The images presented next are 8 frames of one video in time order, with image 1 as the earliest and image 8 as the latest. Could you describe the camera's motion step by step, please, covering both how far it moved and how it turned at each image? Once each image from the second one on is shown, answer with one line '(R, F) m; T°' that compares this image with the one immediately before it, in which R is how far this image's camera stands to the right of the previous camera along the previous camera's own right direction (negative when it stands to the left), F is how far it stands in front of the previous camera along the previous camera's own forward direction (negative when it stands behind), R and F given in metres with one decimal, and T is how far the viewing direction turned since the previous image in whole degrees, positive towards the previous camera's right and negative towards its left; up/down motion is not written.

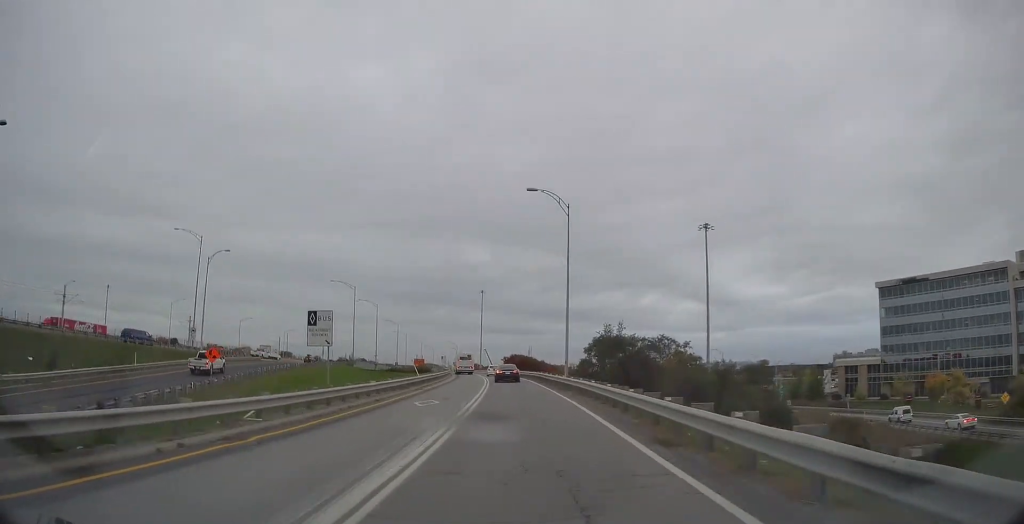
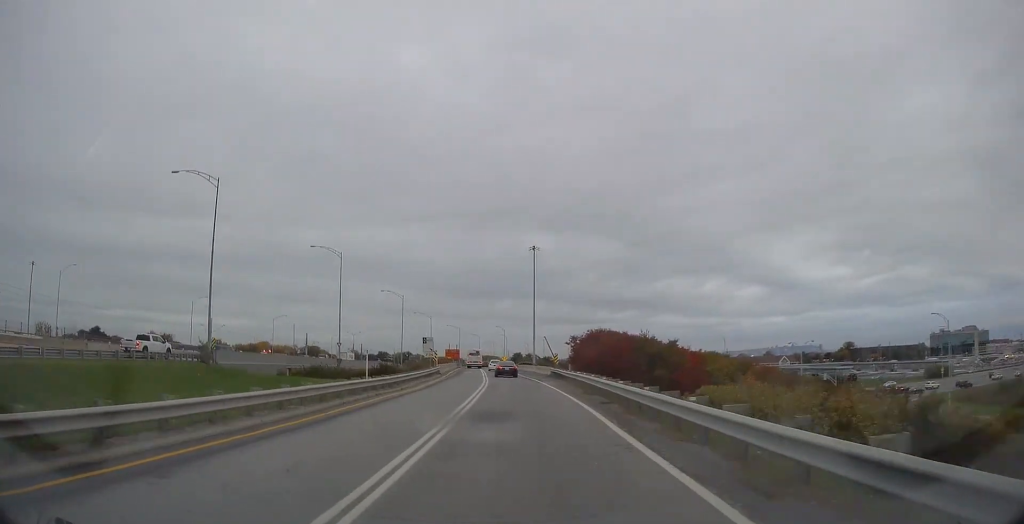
(-3.5, +69.7) m; -4°
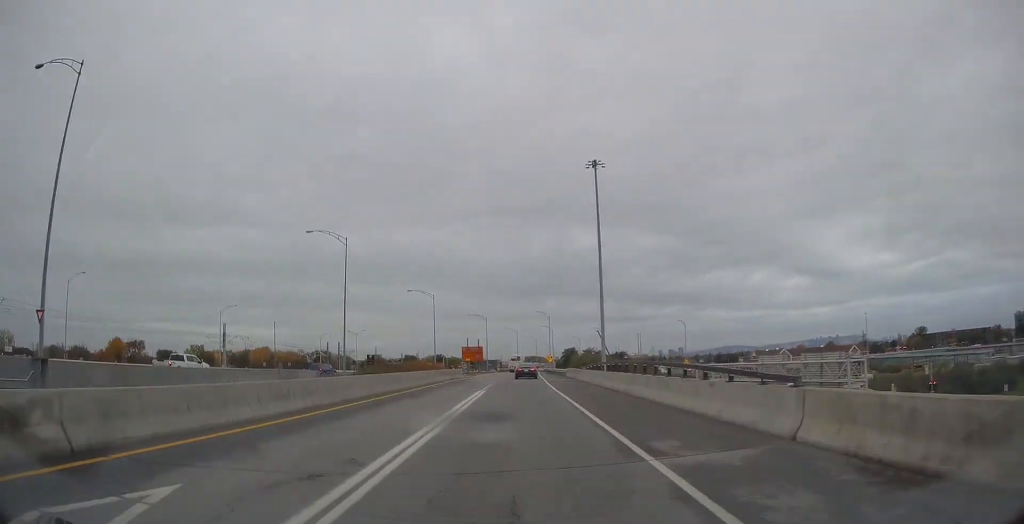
(-1.9, +63.2) m; -2°
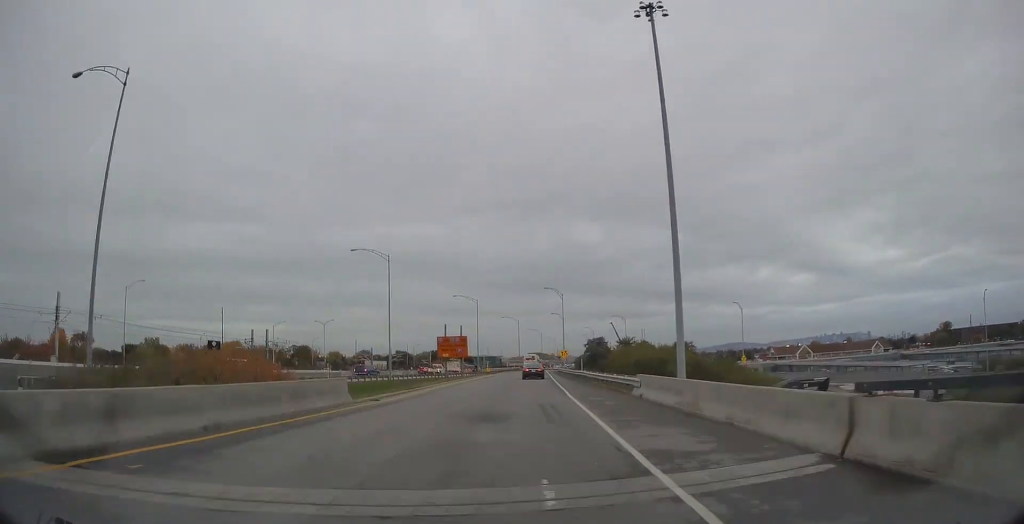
(-0.5, +39.9) m; 0°
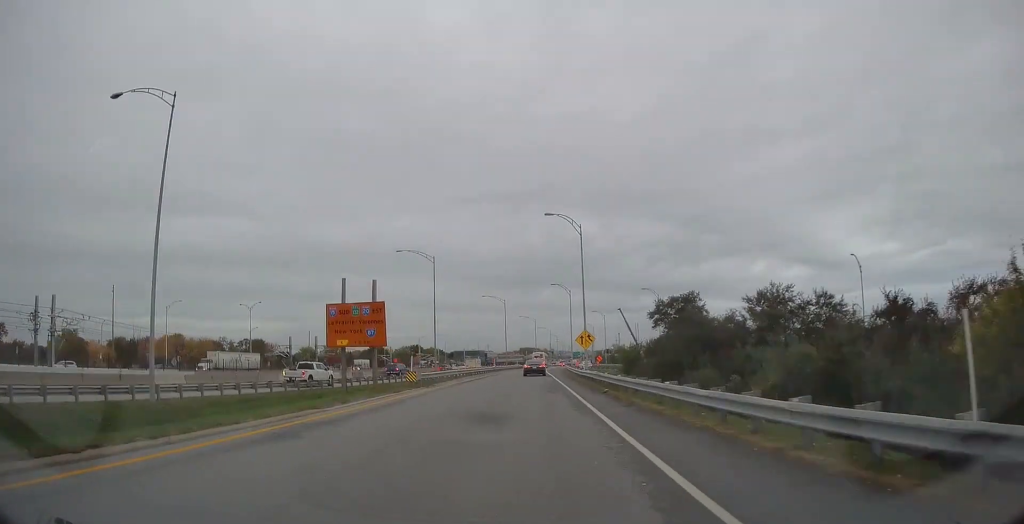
(-0.1, +47.8) m; 0°
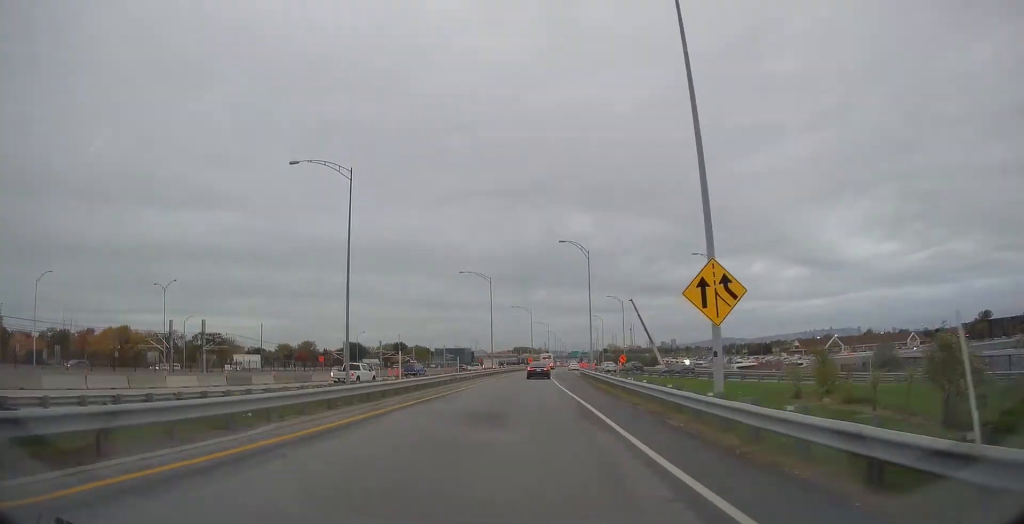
(-0.3, +34.5) m; +1°
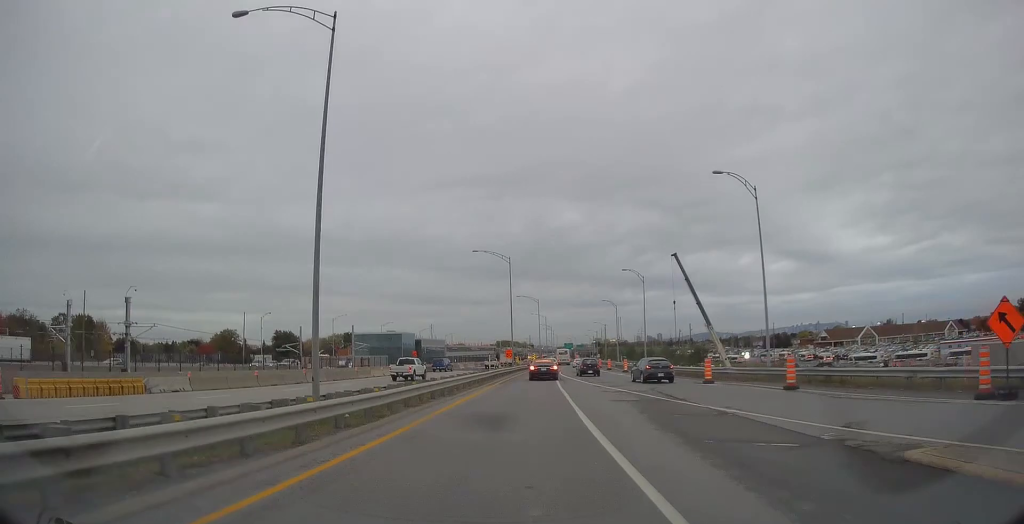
(+1.3, +70.1) m; +3°
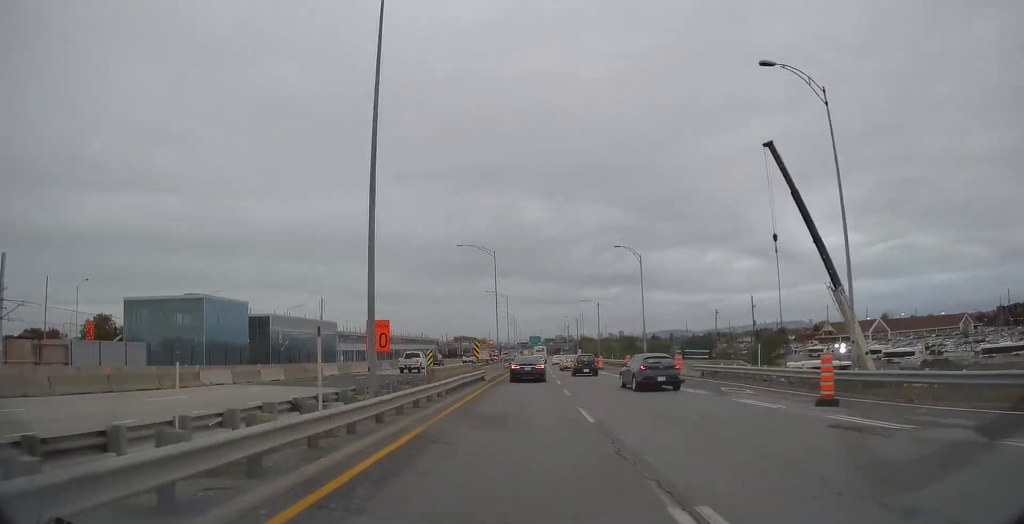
(+1.7, +60.3) m; +2°
